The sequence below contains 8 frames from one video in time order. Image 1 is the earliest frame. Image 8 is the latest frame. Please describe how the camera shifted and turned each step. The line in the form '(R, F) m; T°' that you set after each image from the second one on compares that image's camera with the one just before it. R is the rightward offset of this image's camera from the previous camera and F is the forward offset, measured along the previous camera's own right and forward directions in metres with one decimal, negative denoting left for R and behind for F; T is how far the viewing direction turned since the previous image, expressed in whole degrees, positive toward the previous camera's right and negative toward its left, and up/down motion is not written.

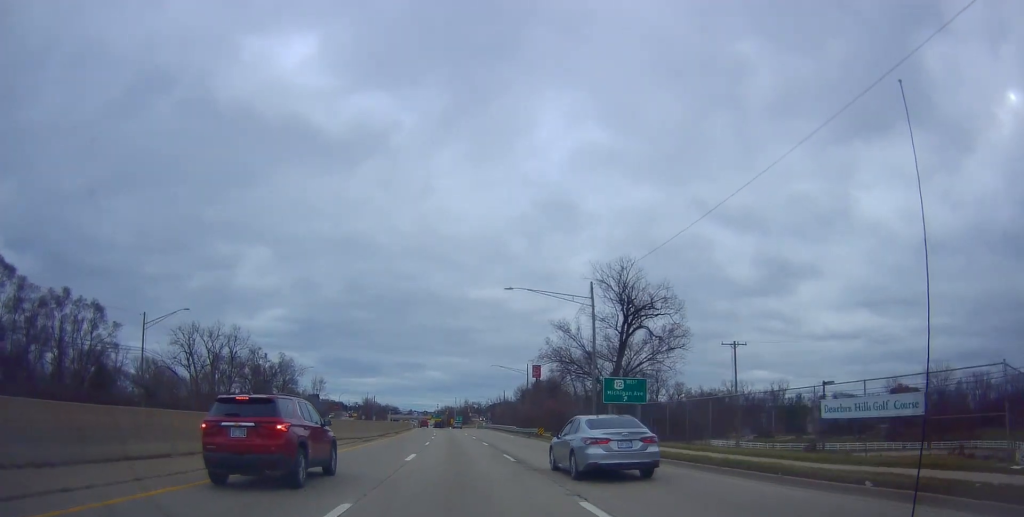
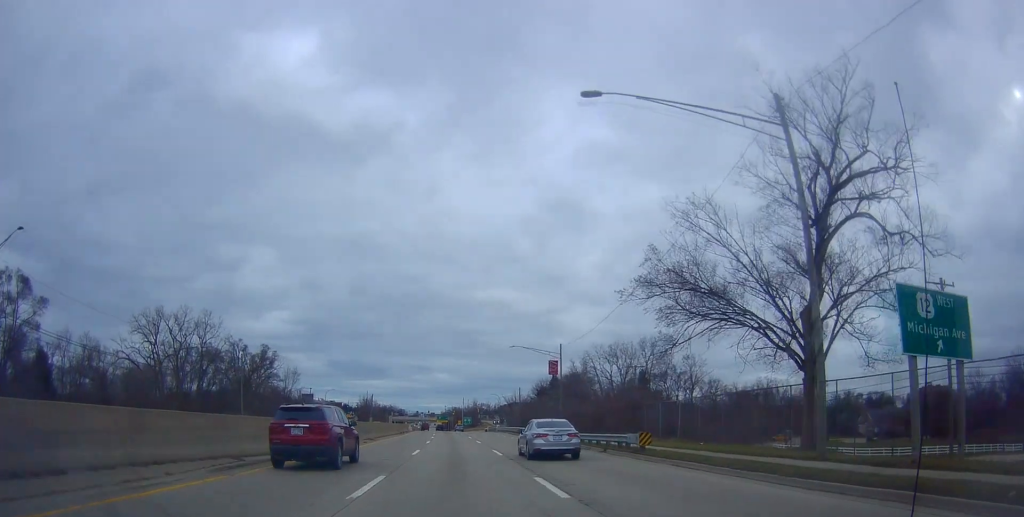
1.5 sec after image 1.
(+0.5, +26.8) m; +1°
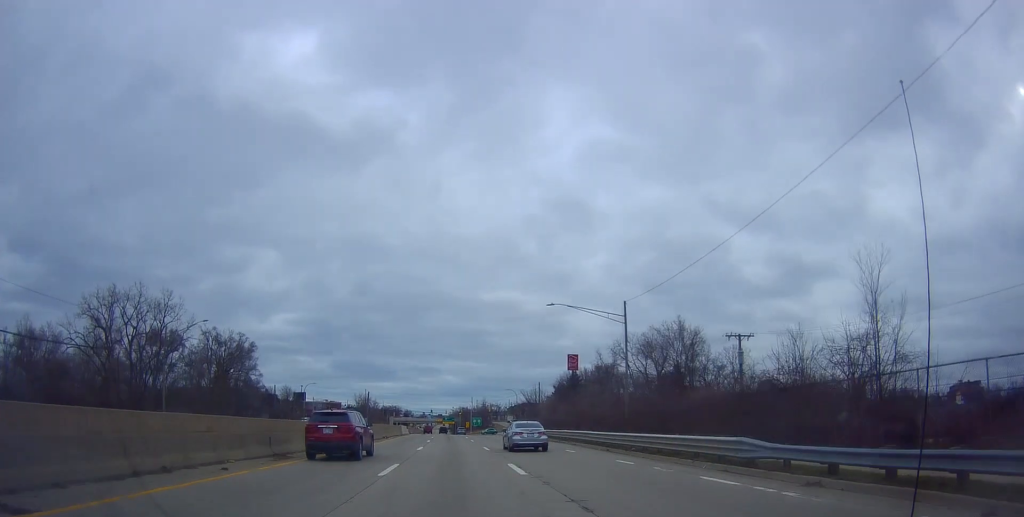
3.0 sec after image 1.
(0.0, +25.7) m; -1°
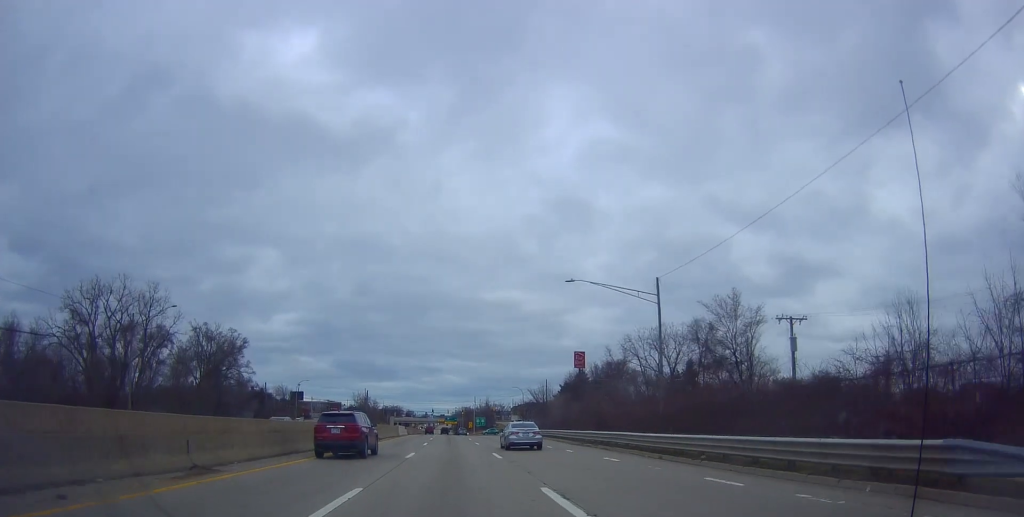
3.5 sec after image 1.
(0.0, +7.4) m; -1°
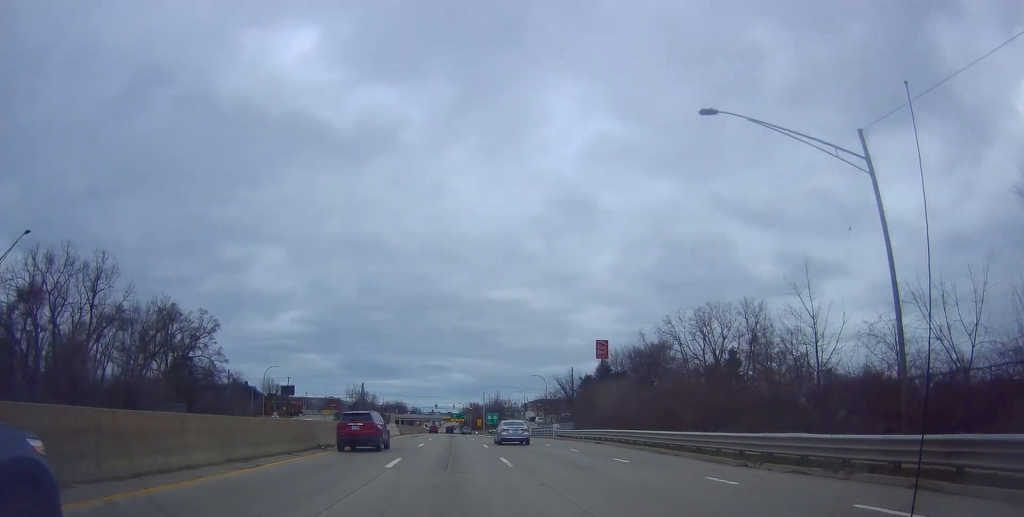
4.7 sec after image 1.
(-1.1, +22.0) m; -3°
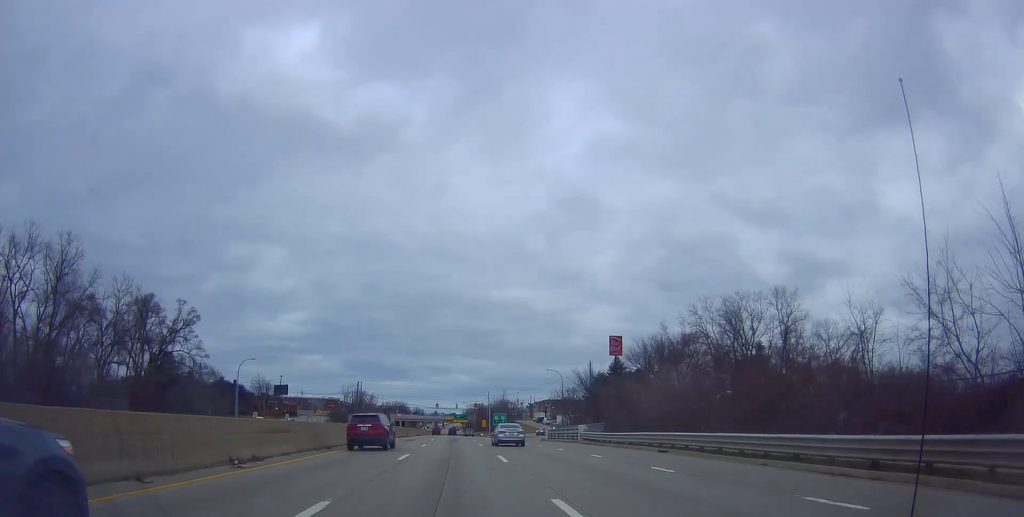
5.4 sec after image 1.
(-0.2, +11.7) m; 0°
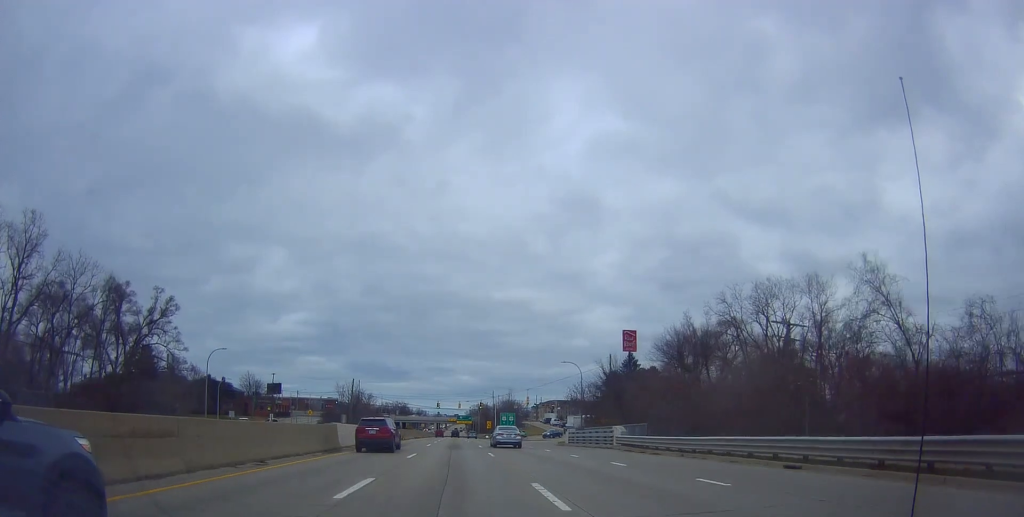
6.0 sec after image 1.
(+0.2, +10.8) m; +1°
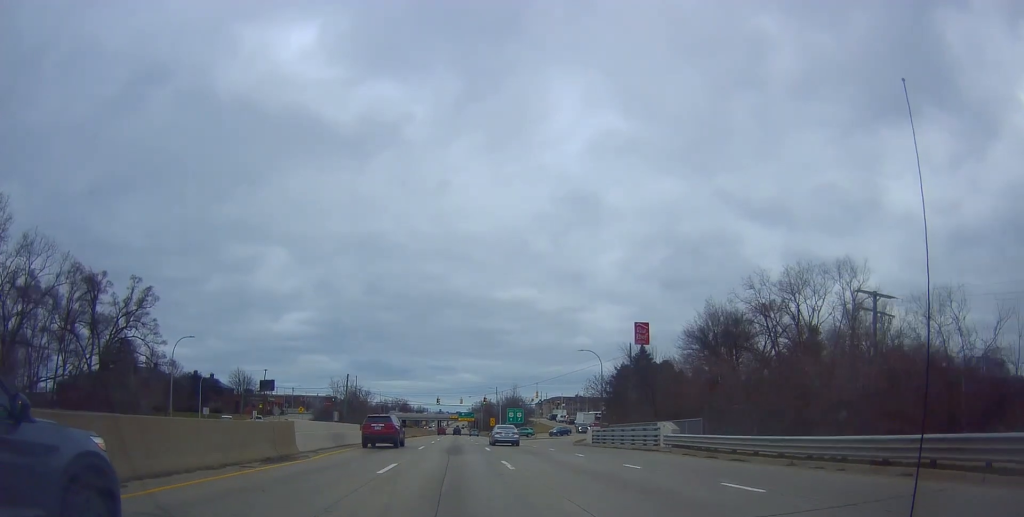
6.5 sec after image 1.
(+0.1, +9.0) m; 0°
